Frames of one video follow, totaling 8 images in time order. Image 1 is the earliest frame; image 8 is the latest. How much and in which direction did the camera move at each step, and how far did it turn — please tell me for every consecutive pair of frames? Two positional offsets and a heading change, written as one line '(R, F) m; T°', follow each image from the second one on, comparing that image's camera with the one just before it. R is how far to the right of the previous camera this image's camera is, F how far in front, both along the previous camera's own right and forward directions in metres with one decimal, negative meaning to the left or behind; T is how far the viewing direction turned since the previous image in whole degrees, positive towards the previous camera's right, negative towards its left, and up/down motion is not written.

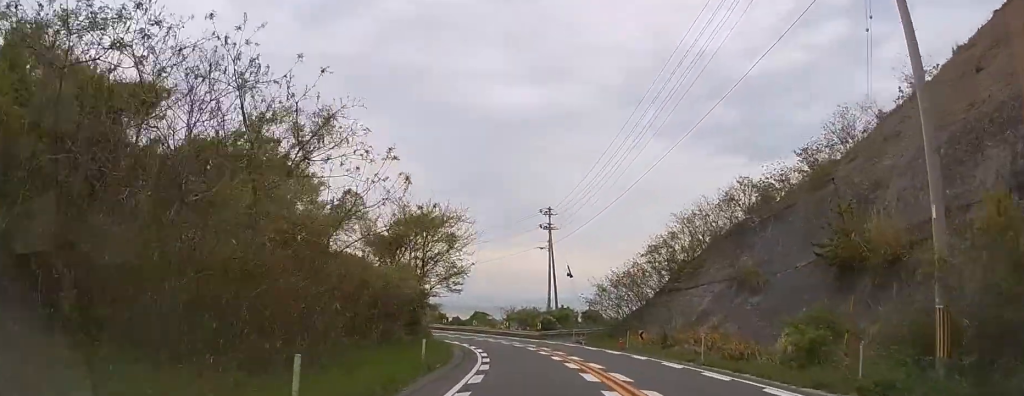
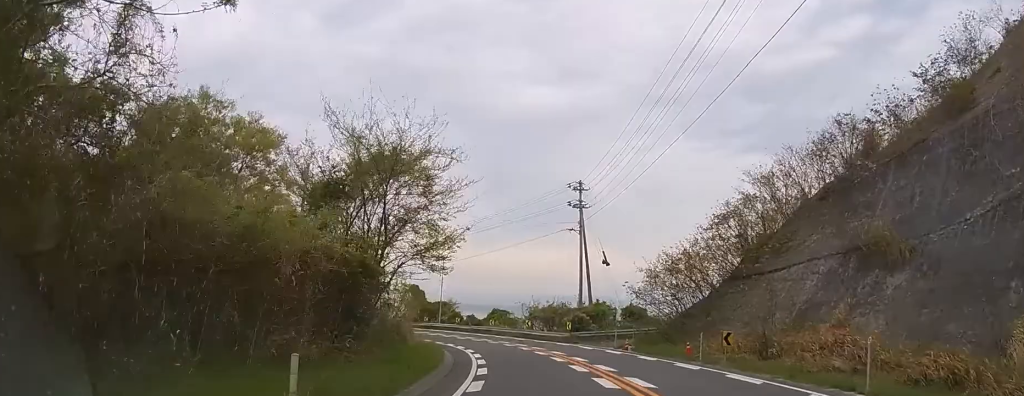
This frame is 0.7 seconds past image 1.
(-0.1, +9.6) m; -3°
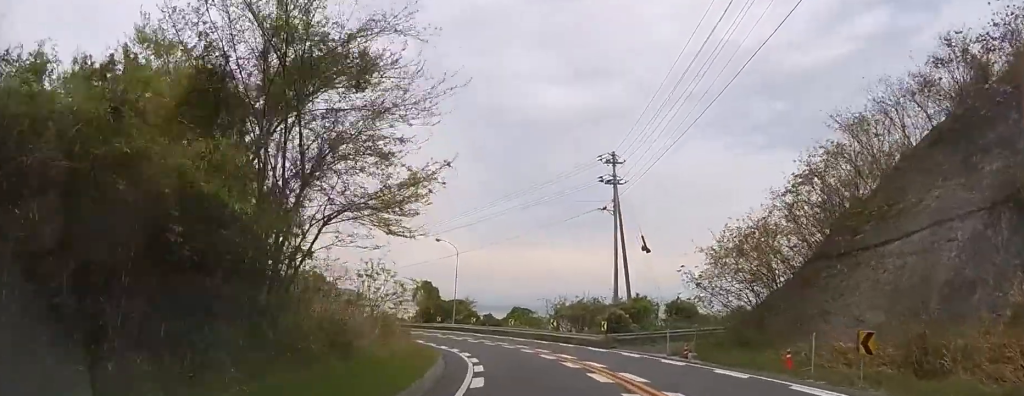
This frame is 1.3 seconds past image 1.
(-0.2, +7.3) m; -3°
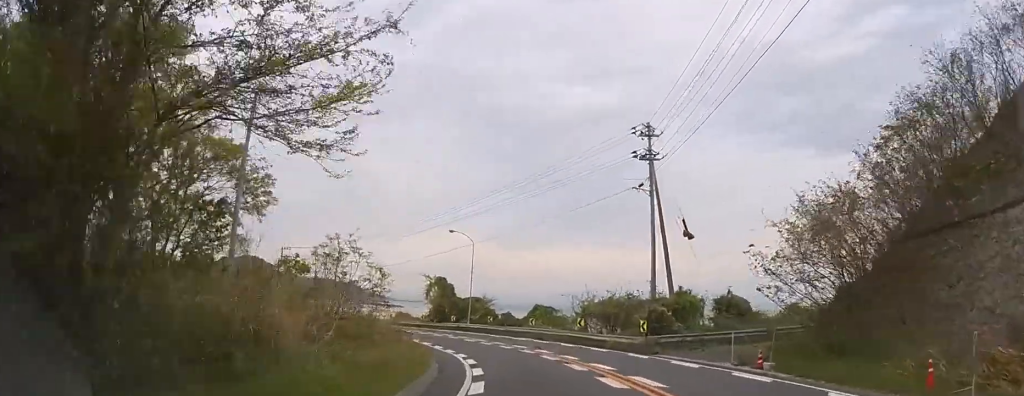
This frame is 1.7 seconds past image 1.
(0.0, +5.2) m; -2°
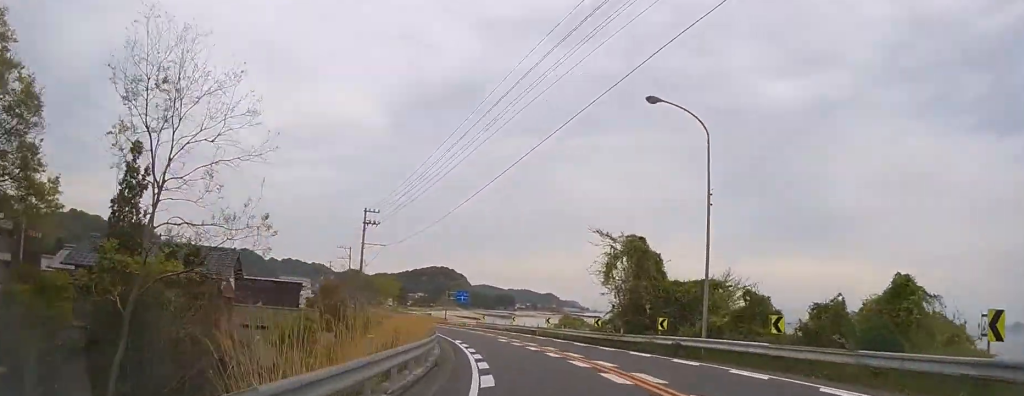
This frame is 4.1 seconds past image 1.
(-5.7, +29.9) m; -20°
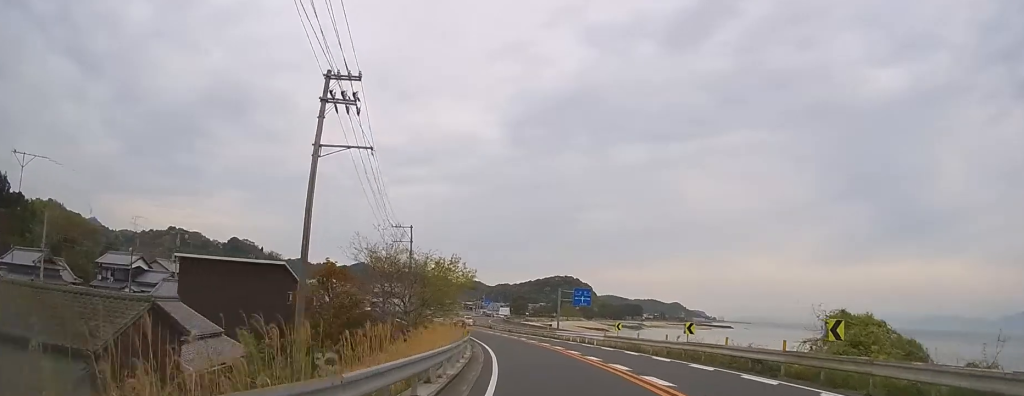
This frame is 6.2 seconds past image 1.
(-4.4, +26.3) m; -18°
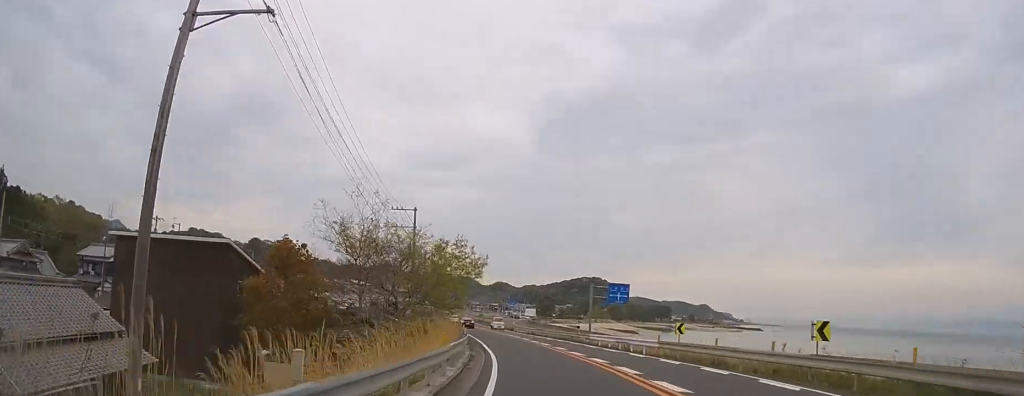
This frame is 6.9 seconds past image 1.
(-0.3, +8.8) m; -4°
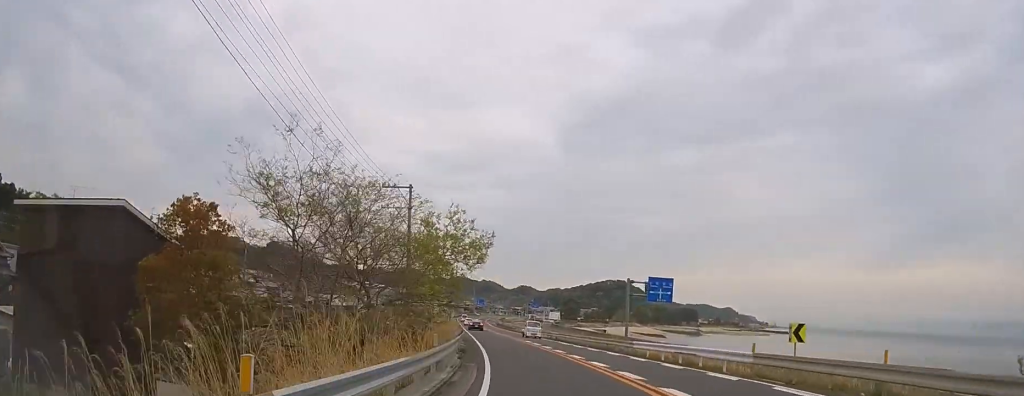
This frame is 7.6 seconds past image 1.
(-0.2, +8.8) m; -3°
